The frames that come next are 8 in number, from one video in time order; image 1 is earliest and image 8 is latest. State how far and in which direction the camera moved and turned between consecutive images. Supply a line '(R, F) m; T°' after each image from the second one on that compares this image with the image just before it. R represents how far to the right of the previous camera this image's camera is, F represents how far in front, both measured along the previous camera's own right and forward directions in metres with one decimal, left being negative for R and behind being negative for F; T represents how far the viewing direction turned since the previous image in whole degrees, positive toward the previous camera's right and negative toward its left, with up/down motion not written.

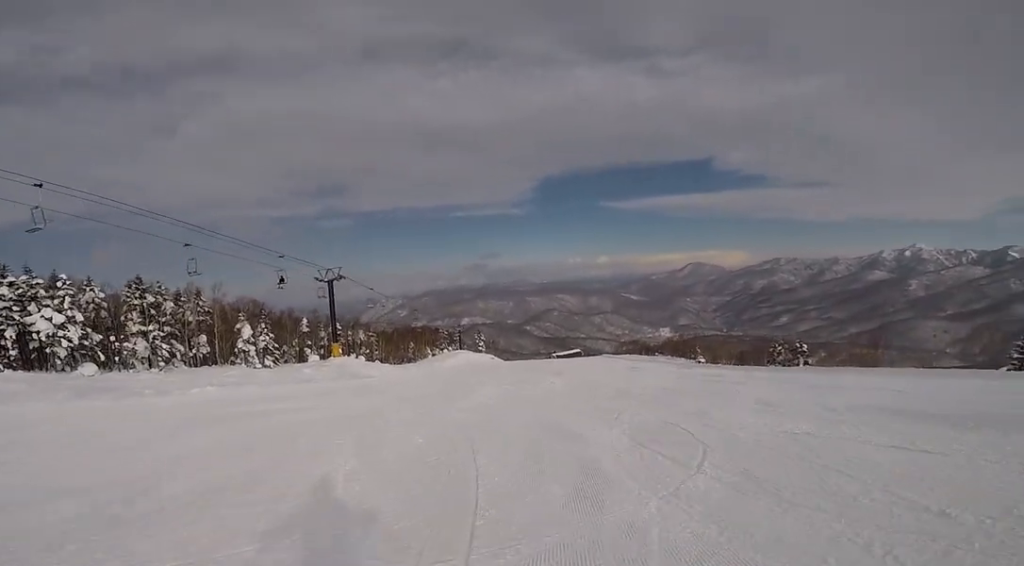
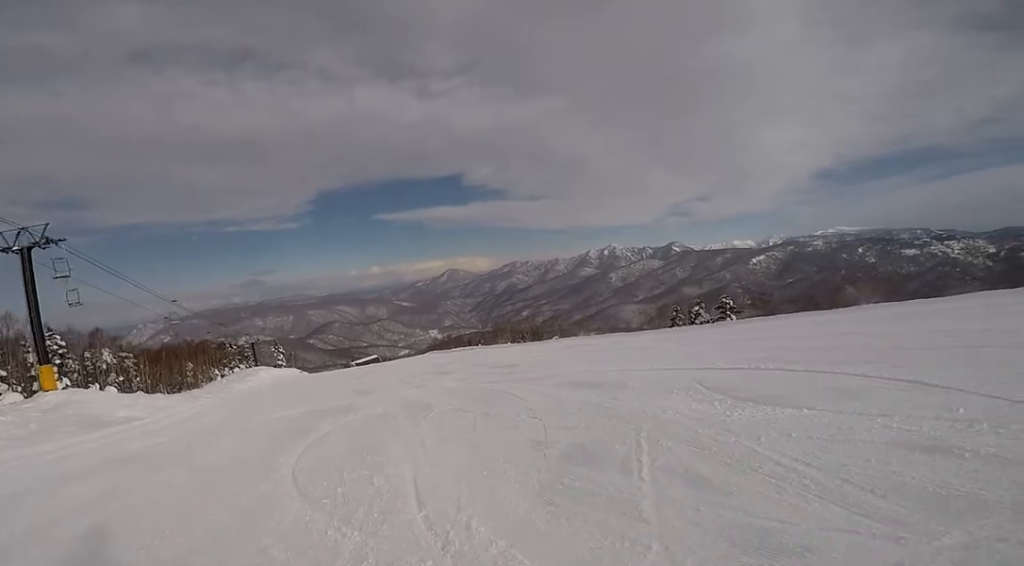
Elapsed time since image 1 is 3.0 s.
(+8.3, +19.3) m; +51°
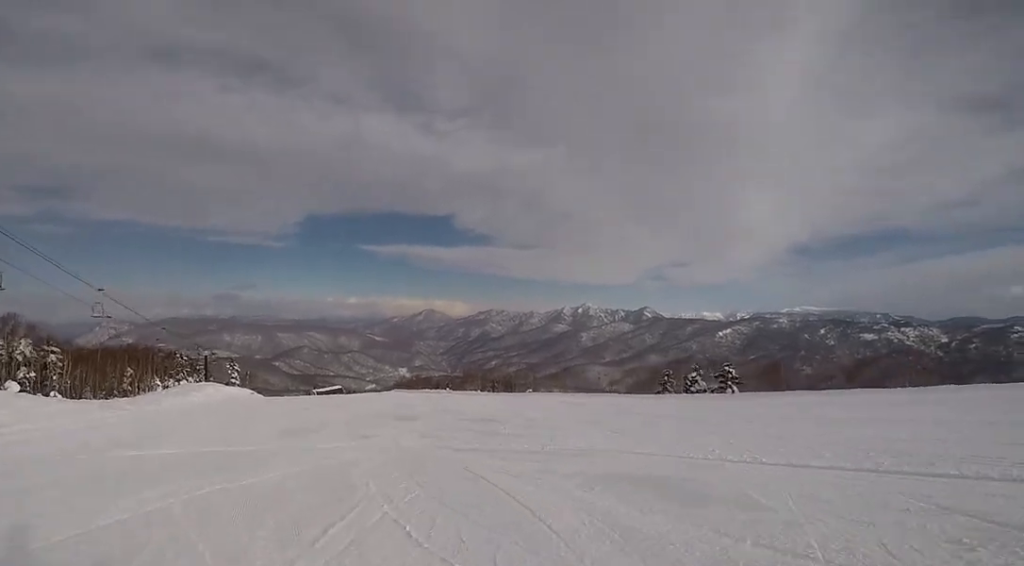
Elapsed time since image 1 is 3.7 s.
(+0.2, +5.7) m; +8°
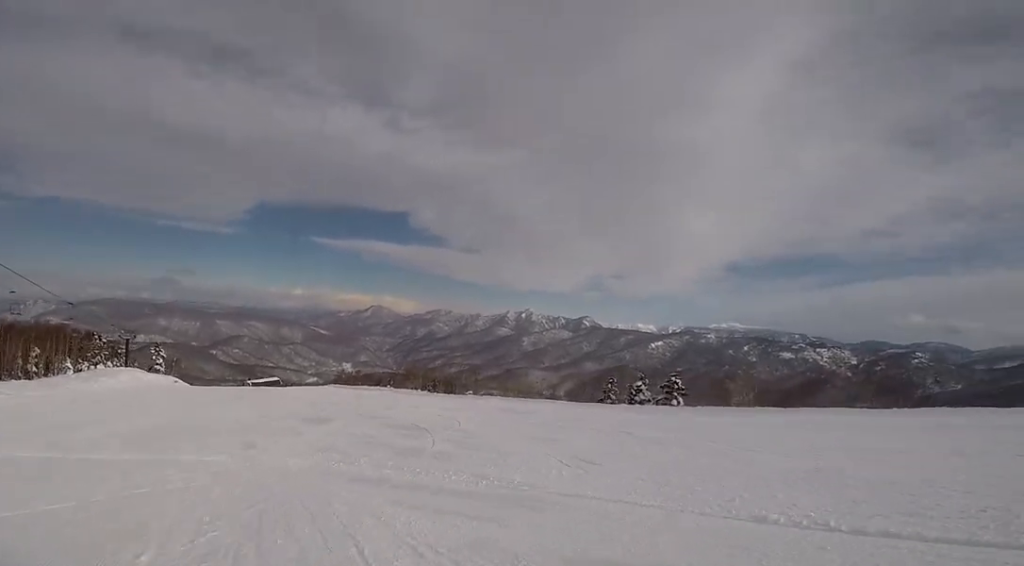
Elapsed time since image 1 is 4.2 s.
(+0.5, +3.3) m; +1°
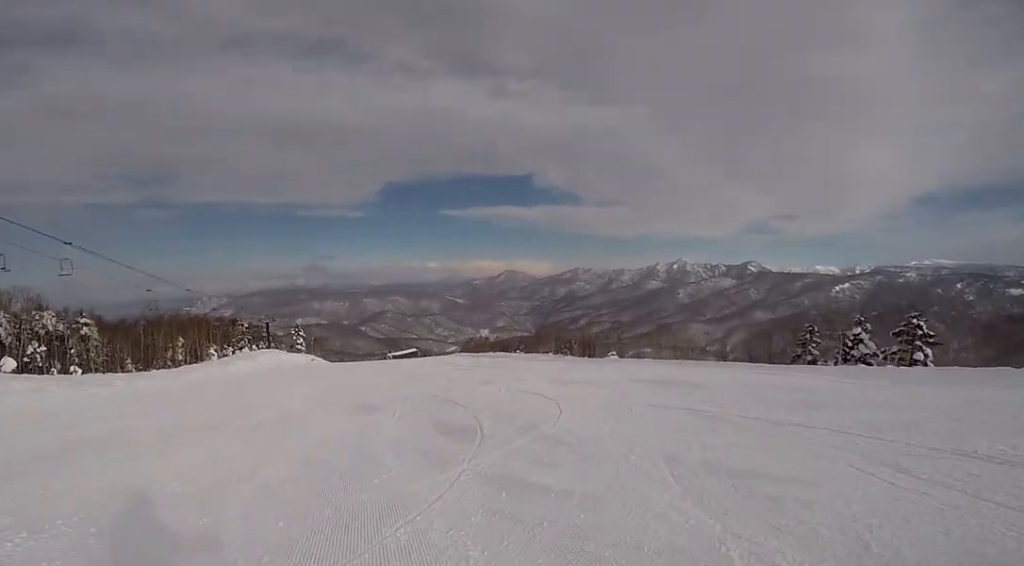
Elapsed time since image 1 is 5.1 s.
(-0.1, +6.5) m; -15°
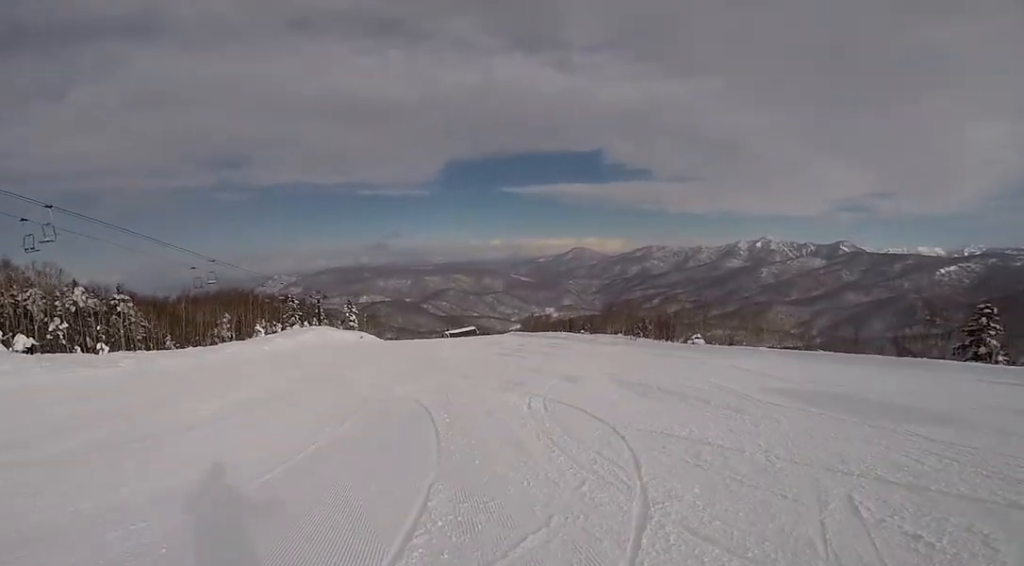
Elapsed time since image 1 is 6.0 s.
(-1.0, +5.2) m; -22°
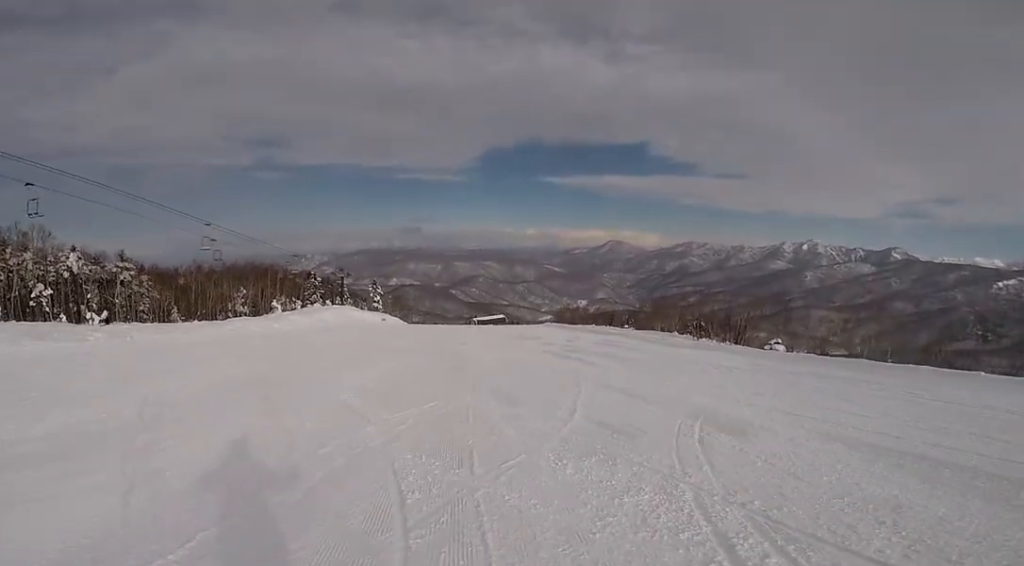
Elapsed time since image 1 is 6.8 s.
(-1.4, +5.5) m; -12°
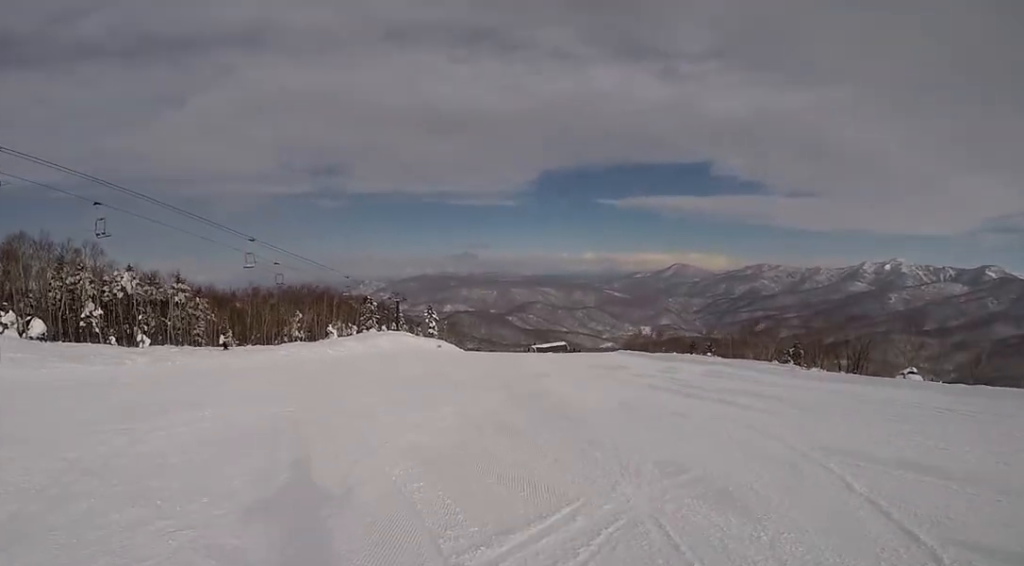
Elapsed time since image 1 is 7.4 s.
(-0.2, +3.9) m; +6°
